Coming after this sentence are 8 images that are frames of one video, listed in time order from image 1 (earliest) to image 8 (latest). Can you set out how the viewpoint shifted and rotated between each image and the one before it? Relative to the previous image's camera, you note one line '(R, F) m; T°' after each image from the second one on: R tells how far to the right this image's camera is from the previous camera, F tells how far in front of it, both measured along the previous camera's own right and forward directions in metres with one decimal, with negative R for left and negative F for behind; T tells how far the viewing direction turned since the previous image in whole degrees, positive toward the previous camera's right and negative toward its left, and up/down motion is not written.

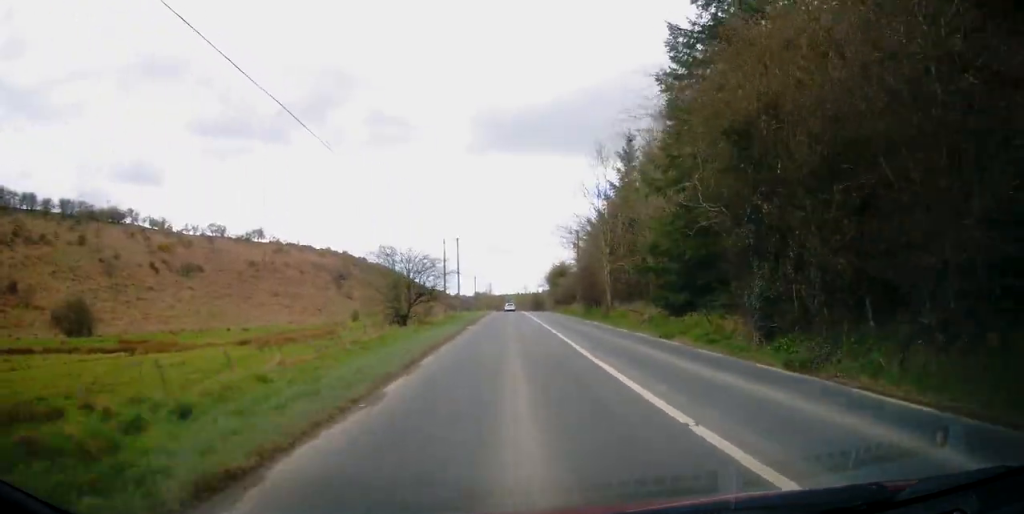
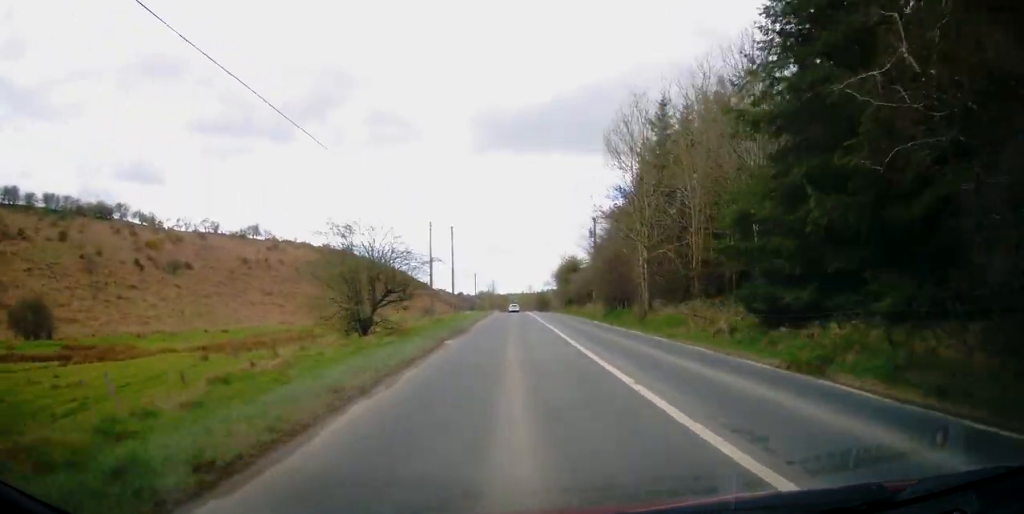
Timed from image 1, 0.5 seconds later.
(0.0, +10.6) m; 0°
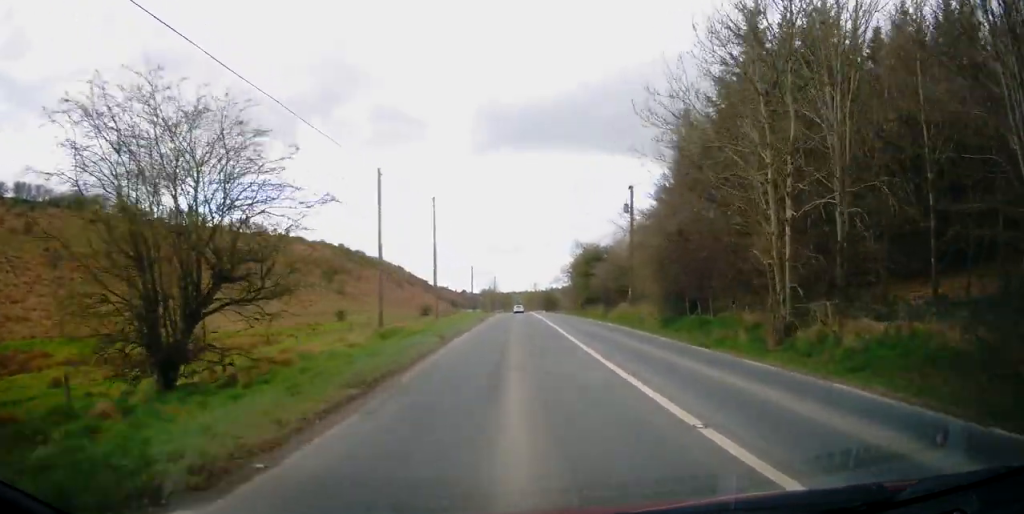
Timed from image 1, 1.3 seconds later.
(-0.1, +16.4) m; 0°
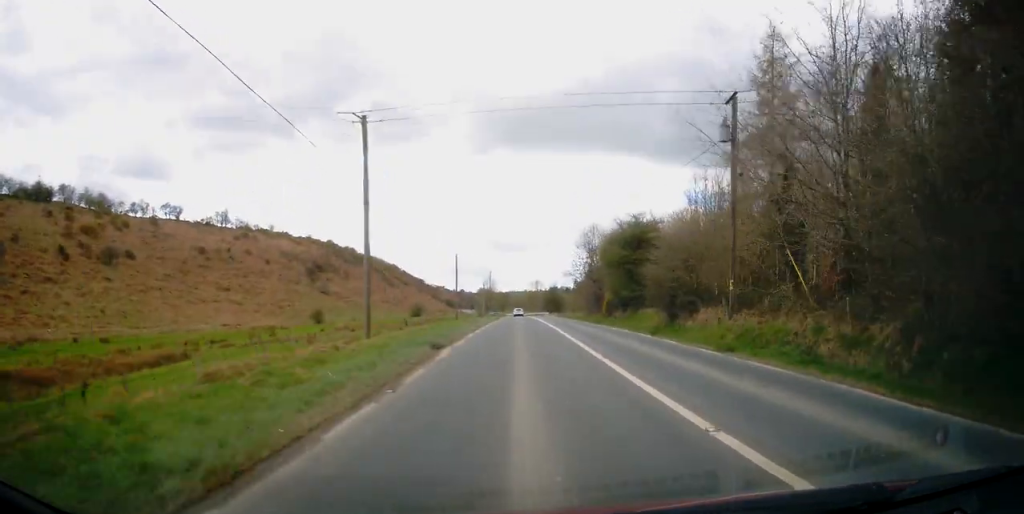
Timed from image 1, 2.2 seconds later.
(0.0, +20.0) m; 0°
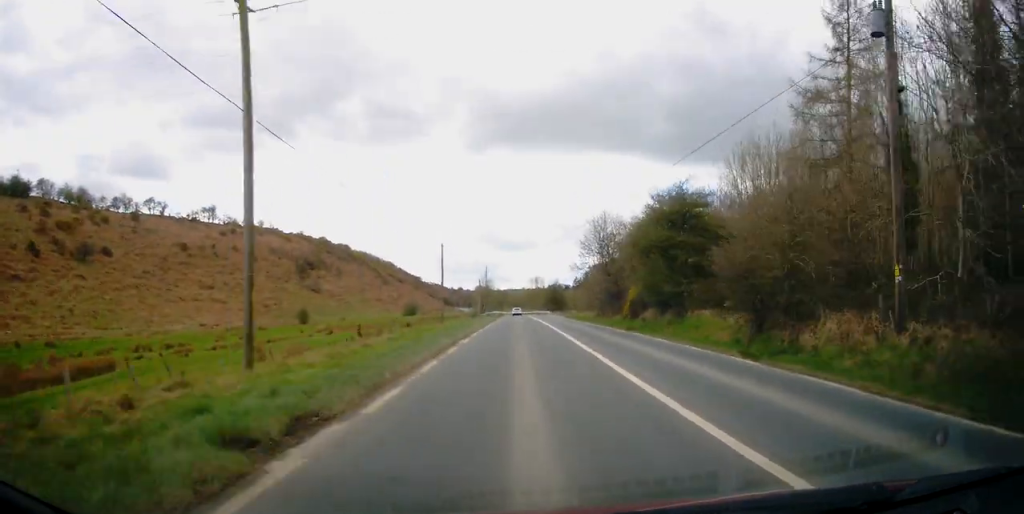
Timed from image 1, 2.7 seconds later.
(+0.1, +10.7) m; 0°
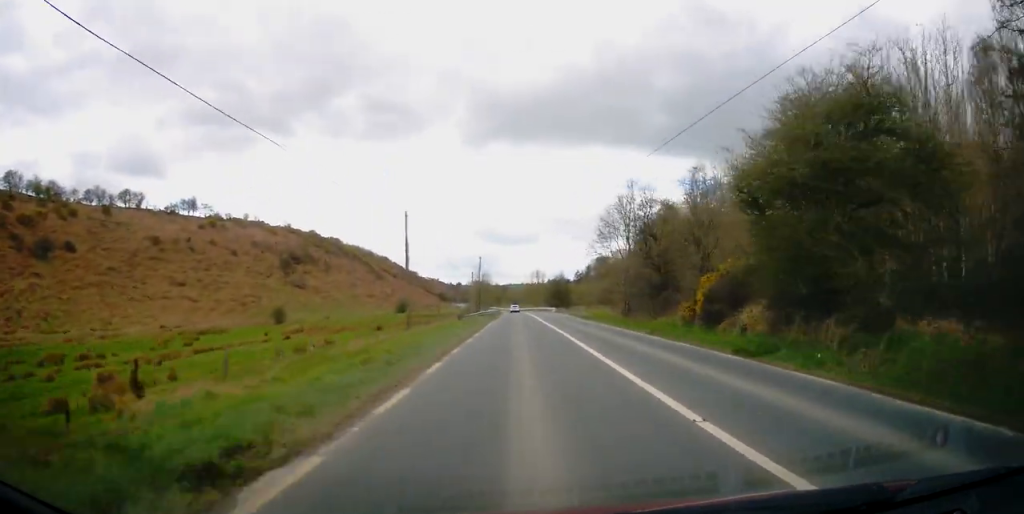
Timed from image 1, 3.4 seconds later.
(-0.1, +15.8) m; 0°
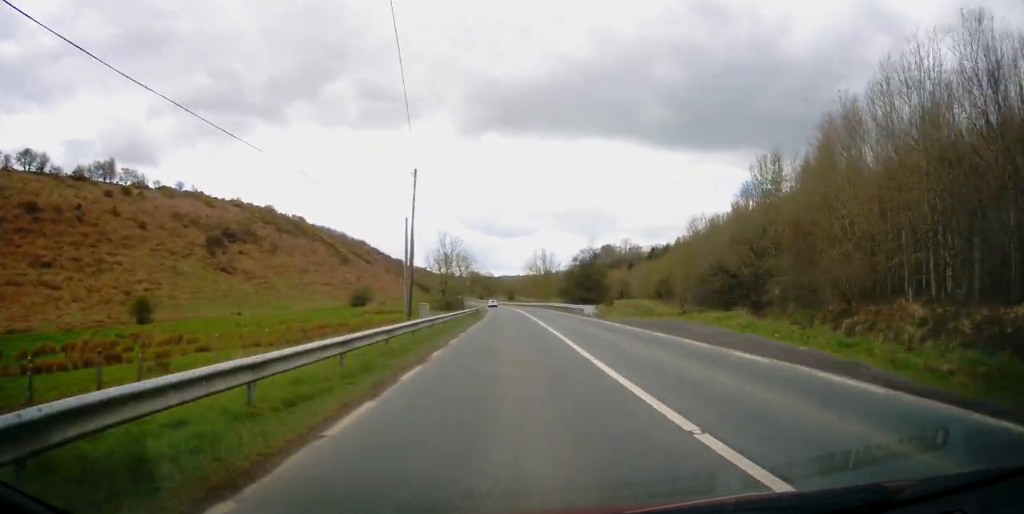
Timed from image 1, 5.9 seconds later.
(+0.4, +53.7) m; +1°
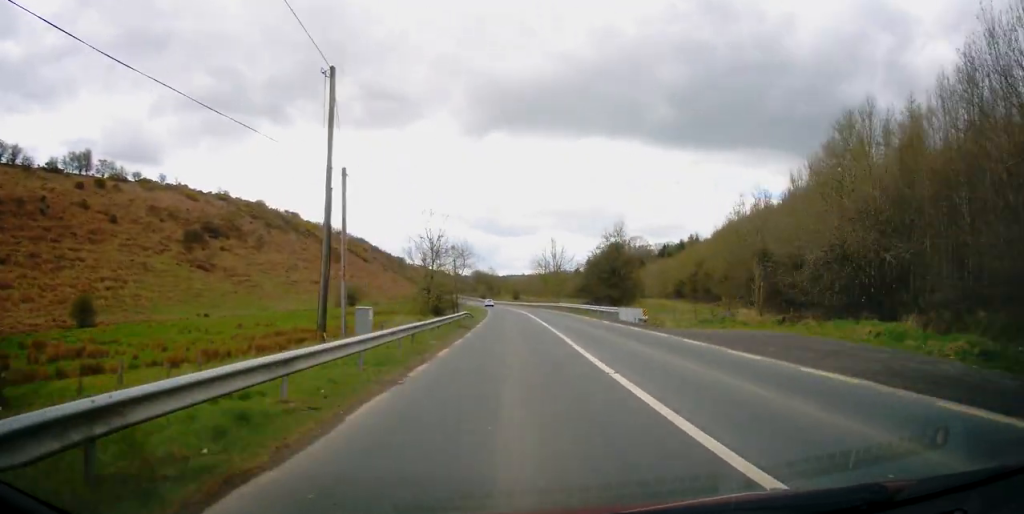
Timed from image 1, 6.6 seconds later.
(0.0, +15.3) m; -1°
